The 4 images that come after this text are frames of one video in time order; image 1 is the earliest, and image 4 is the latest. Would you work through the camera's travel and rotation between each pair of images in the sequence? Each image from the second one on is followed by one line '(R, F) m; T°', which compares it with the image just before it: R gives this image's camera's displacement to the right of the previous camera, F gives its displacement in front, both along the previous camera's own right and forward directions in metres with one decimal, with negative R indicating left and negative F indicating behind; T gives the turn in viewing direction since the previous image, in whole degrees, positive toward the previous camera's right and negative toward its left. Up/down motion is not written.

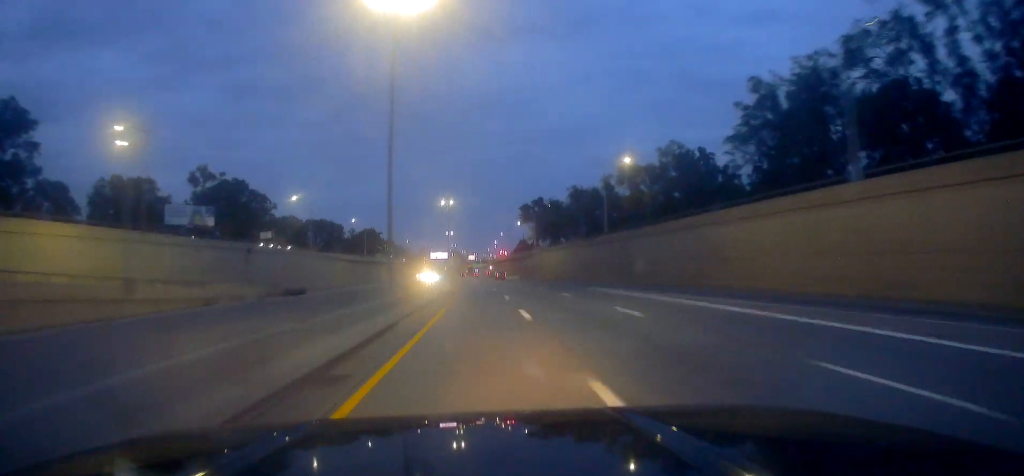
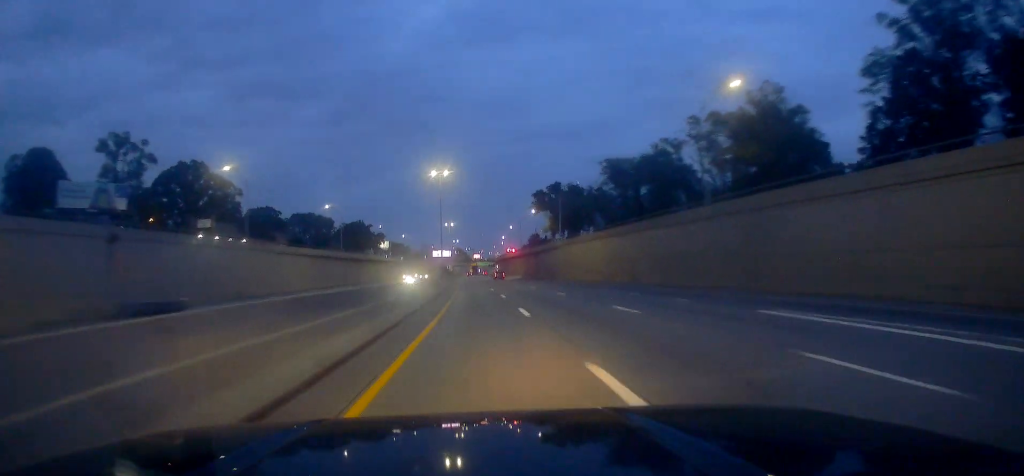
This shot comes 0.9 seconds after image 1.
(-0.7, +29.1) m; 0°
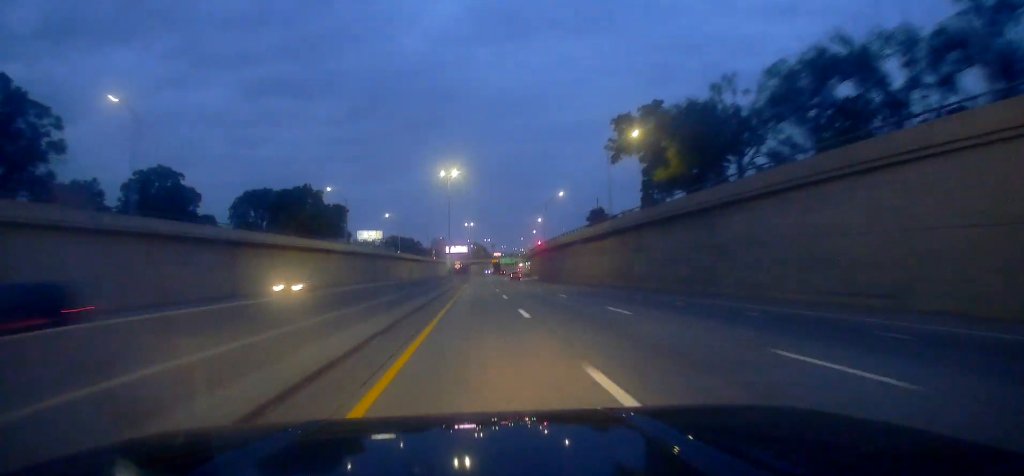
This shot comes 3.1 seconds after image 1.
(+0.3, +75.1) m; -1°
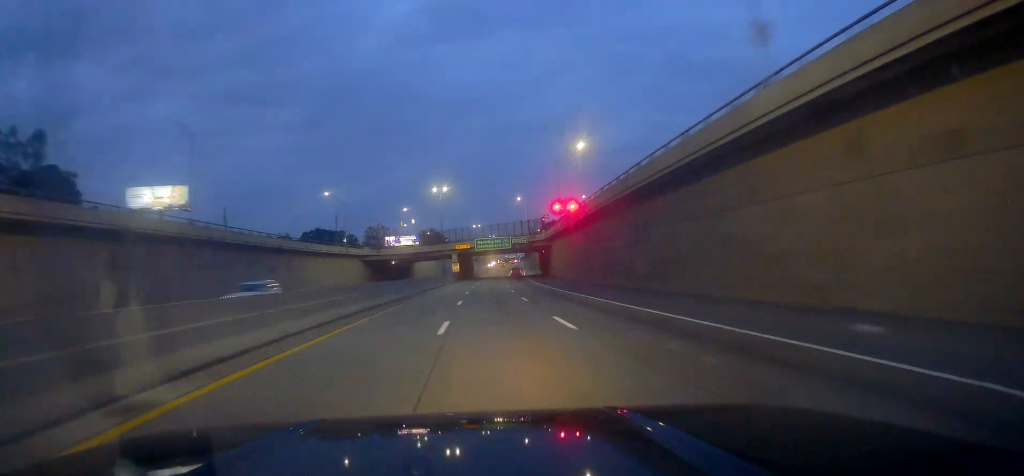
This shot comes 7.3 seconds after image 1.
(-2.2, +141.2) m; +1°
